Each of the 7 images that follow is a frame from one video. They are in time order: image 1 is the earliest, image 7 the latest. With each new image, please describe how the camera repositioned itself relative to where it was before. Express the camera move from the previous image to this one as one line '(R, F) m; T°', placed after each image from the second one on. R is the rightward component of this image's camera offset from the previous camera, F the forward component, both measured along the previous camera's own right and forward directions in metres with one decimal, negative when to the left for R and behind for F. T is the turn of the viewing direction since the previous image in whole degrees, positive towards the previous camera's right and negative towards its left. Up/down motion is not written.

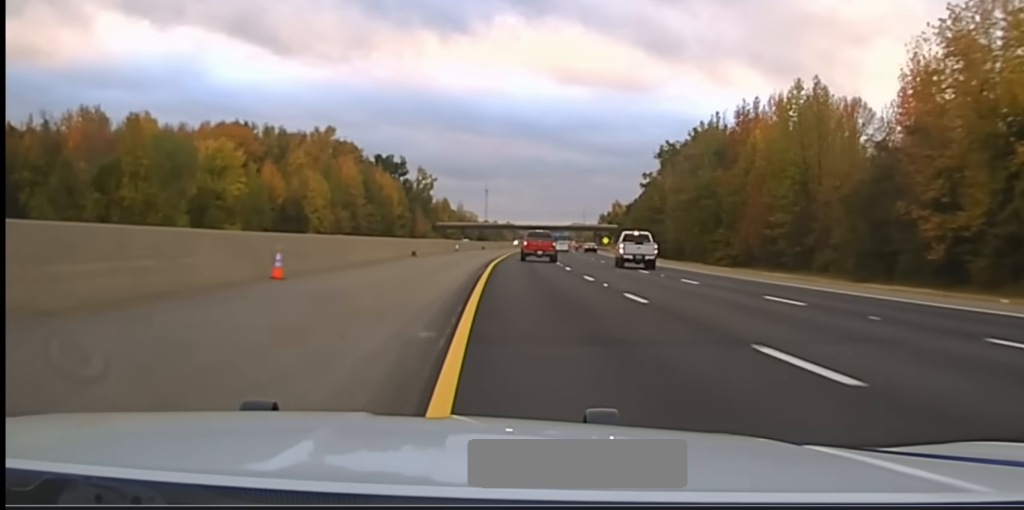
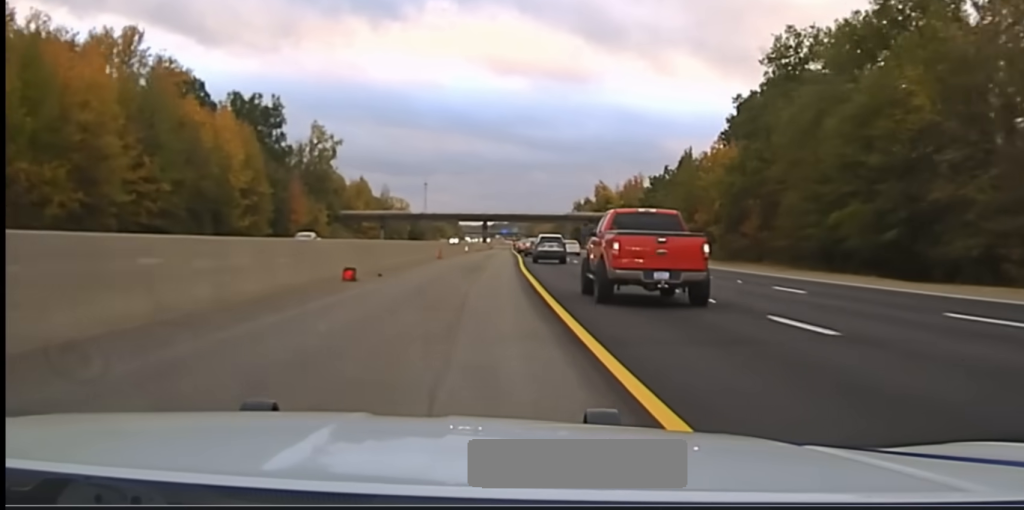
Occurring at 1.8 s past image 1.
(+1.9, +102.4) m; +3°
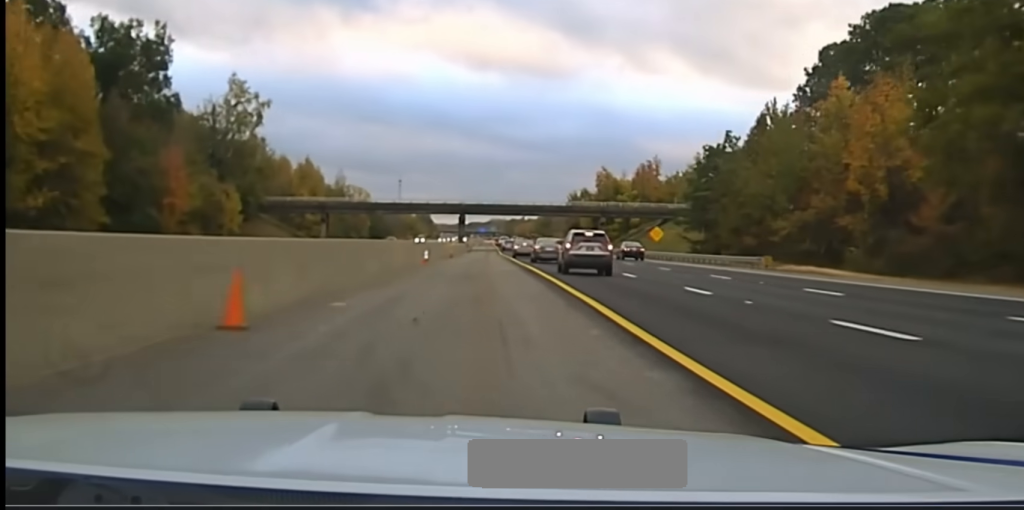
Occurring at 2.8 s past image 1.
(+0.7, +47.7) m; +1°
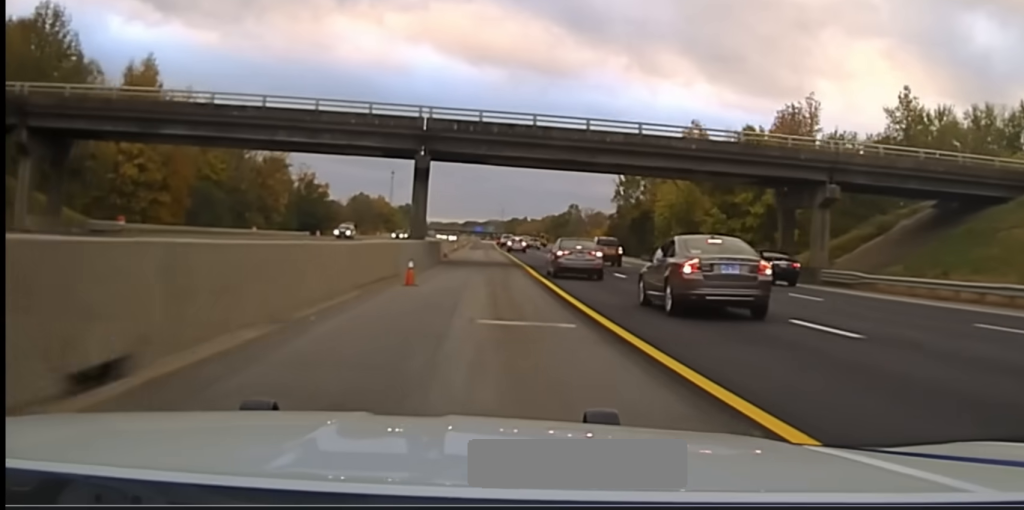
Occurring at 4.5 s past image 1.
(+0.3, +85.0) m; 0°
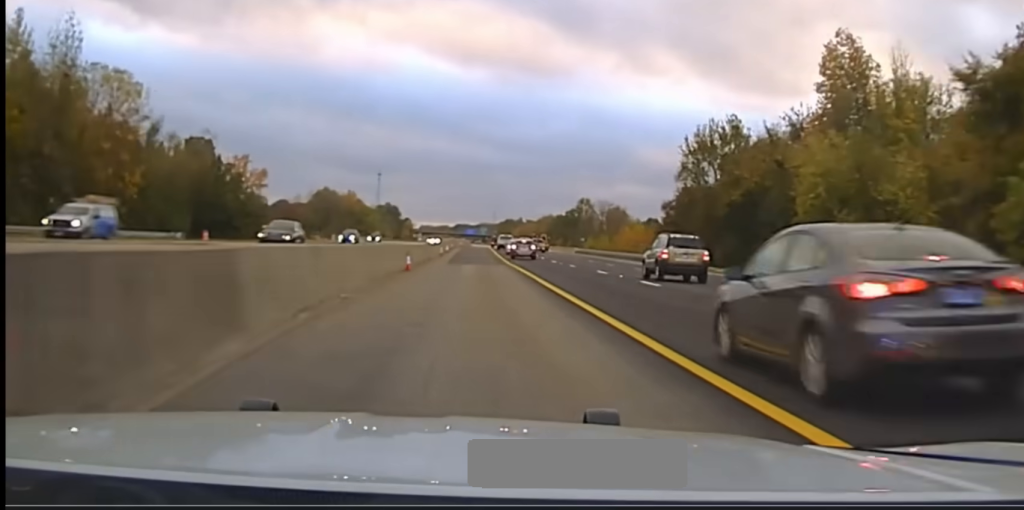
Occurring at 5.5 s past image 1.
(+0.2, +52.5) m; 0°
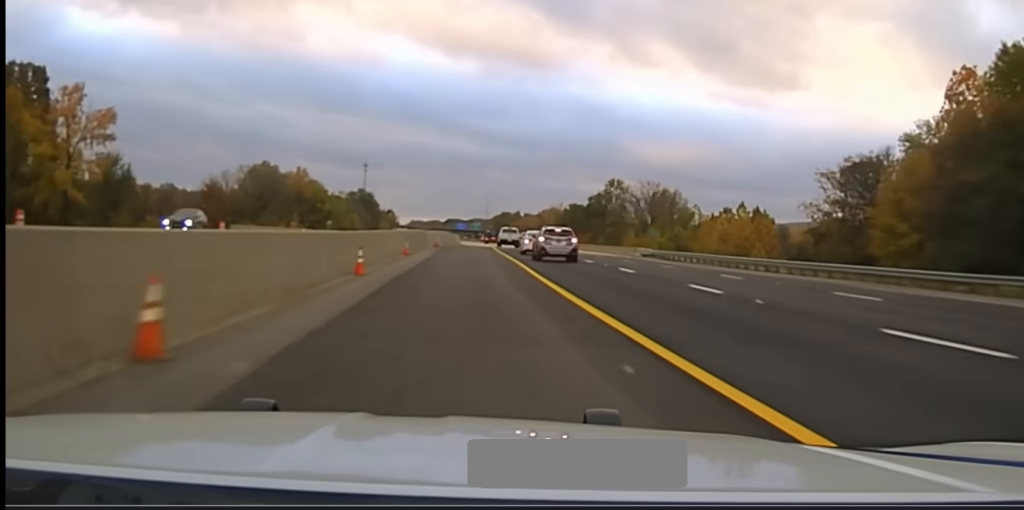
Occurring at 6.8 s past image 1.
(+0.2, +74.7) m; 0°
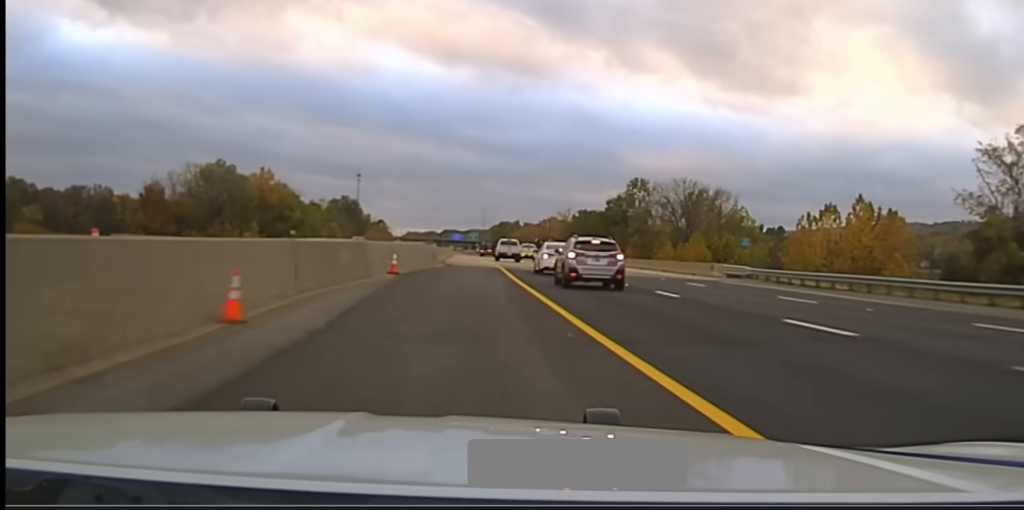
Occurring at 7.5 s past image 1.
(0.0, +36.0) m; 0°
